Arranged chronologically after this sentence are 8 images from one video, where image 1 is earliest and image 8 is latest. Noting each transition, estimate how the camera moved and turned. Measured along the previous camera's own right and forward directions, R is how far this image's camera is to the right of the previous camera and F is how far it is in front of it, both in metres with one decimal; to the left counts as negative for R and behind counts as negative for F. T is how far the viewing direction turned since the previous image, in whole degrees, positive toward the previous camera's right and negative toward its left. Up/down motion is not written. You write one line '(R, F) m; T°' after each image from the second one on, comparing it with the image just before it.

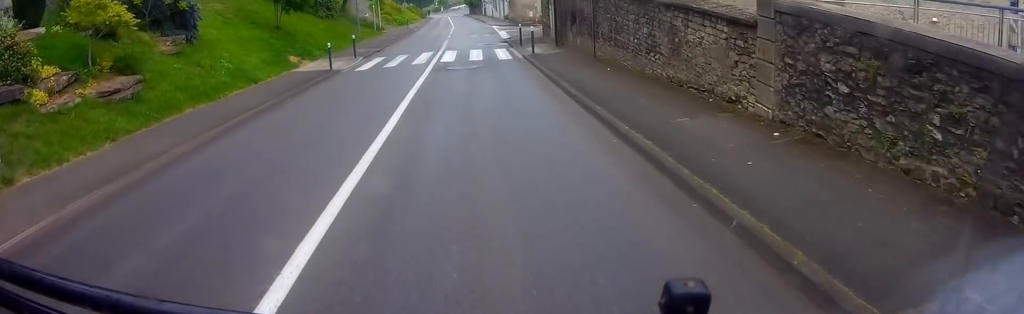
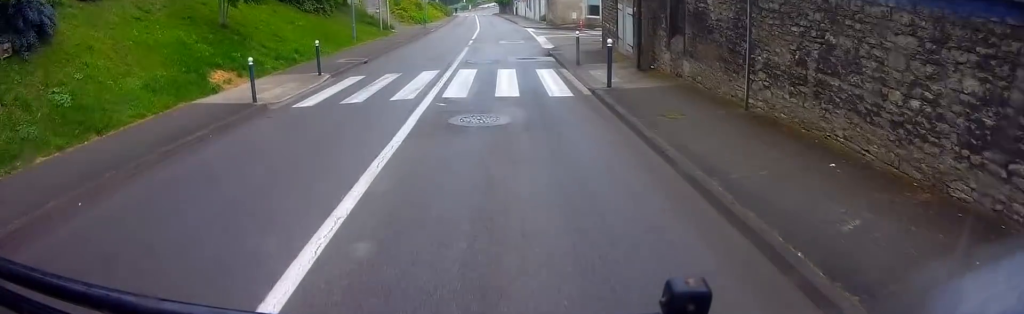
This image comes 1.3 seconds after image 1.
(-1.2, +9.0) m; -8°
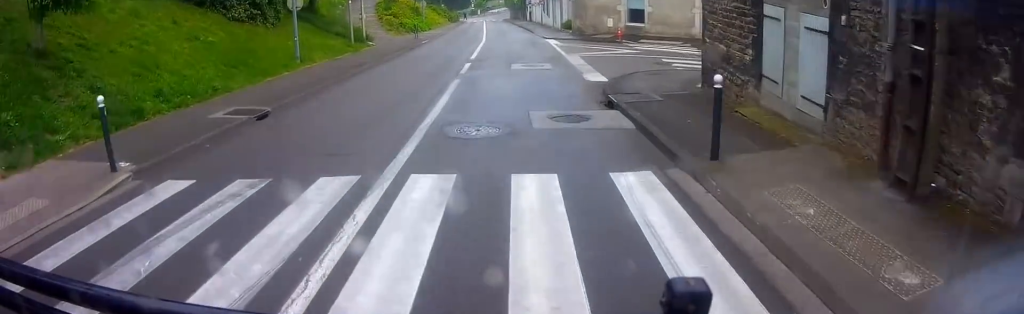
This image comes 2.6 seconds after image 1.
(0.0, +10.0) m; -6°
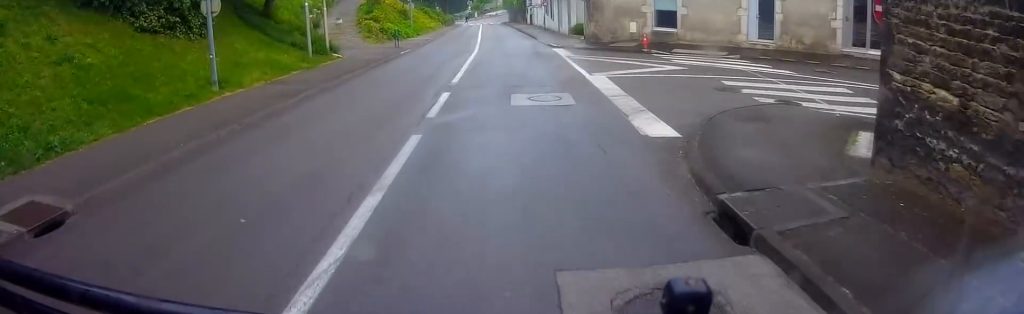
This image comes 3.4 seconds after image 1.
(-0.4, +6.0) m; -4°
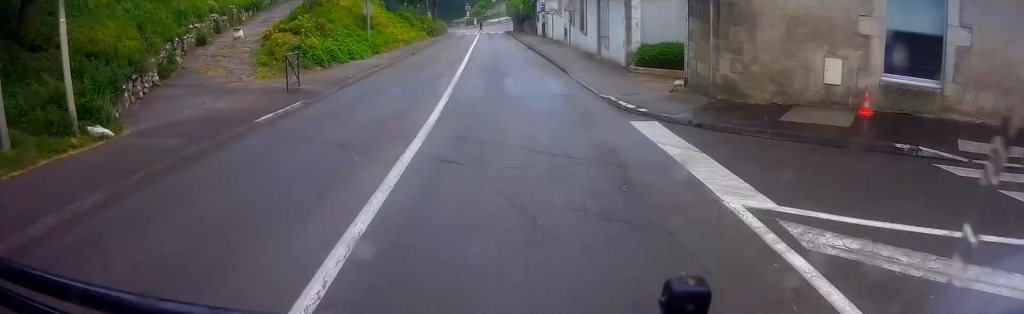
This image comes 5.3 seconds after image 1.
(+0.2, +16.1) m; +2°
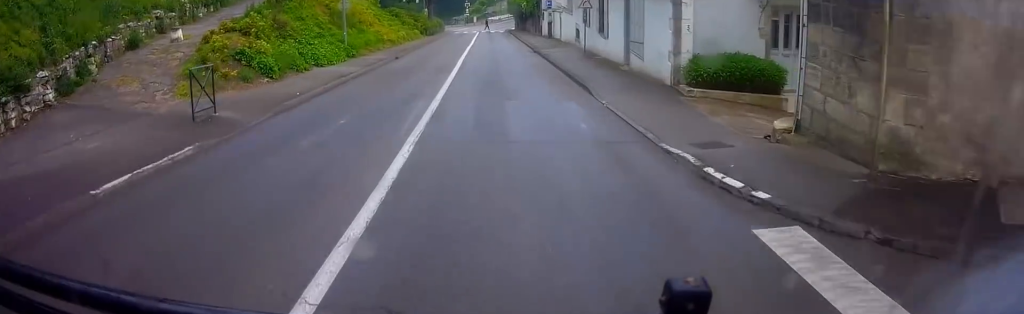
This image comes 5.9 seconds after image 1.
(-0.1, +5.4) m; -1°
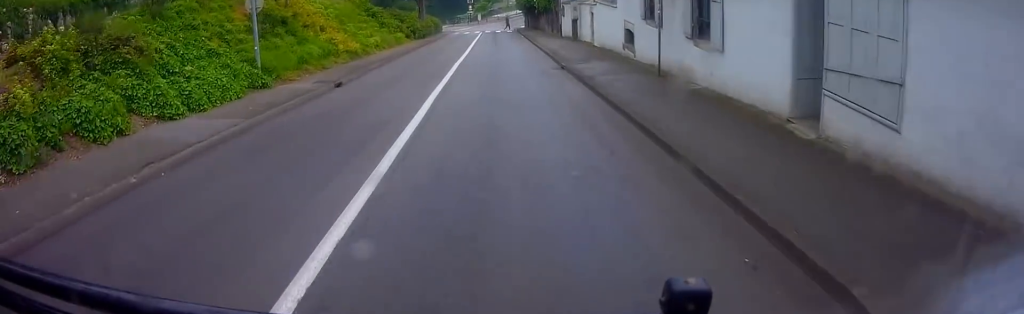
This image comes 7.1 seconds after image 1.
(-0.3, +11.9) m; -5°
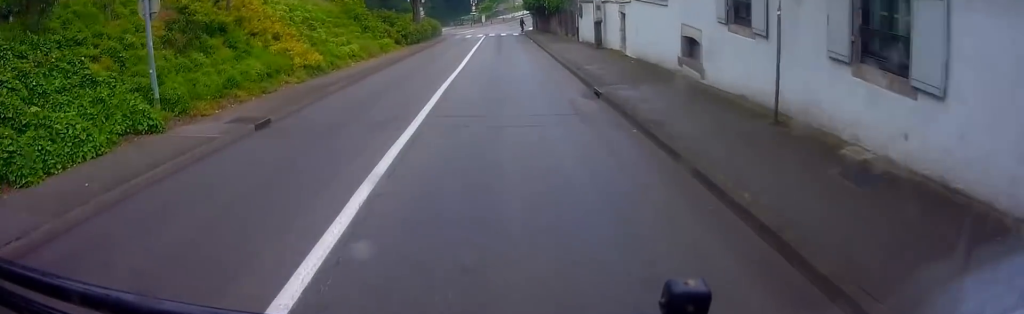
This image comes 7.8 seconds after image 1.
(-0.5, +6.2) m; -1°
